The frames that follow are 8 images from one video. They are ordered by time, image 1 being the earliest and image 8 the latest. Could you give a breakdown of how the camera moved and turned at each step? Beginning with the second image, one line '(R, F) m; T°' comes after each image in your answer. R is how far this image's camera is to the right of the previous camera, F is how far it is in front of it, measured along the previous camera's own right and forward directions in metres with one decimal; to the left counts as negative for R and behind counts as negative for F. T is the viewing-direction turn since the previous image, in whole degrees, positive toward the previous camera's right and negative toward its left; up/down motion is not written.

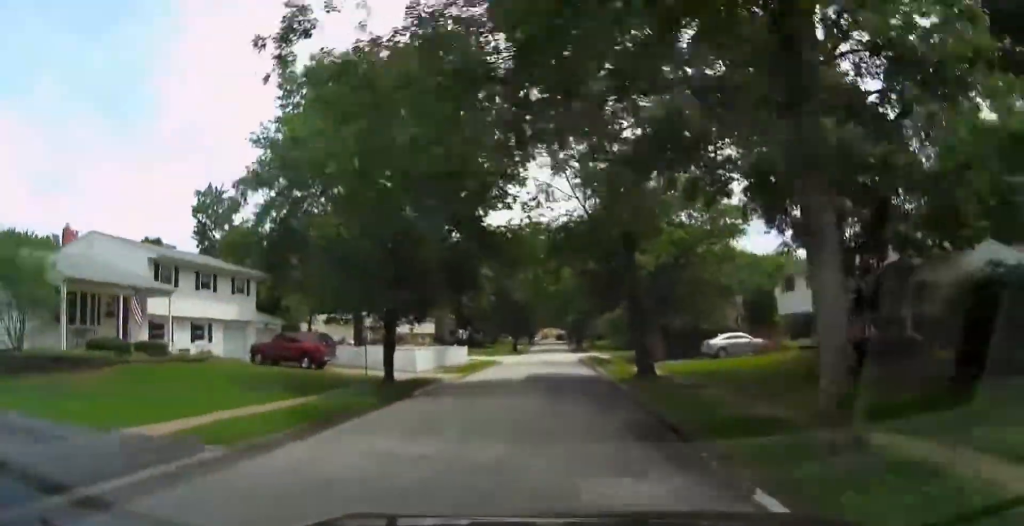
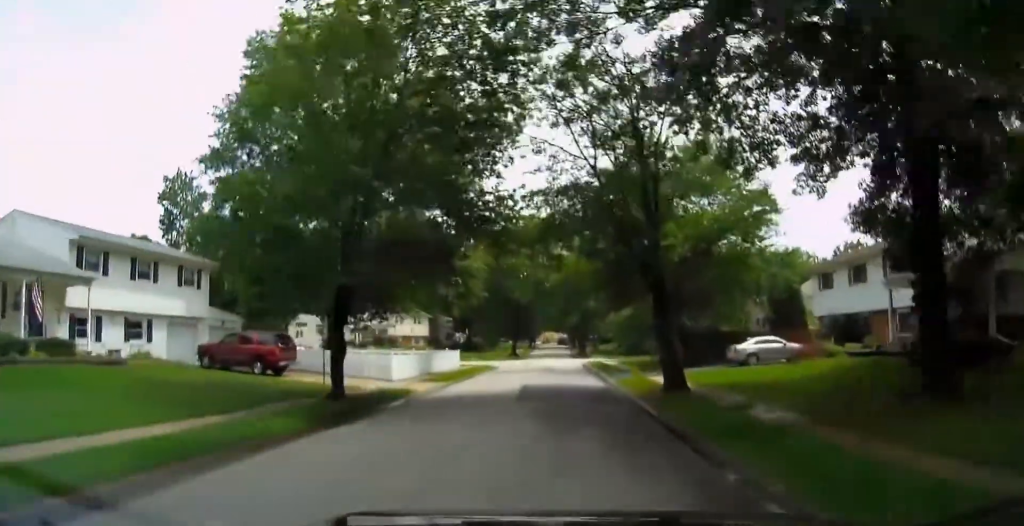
(-0.1, +5.8) m; -1°
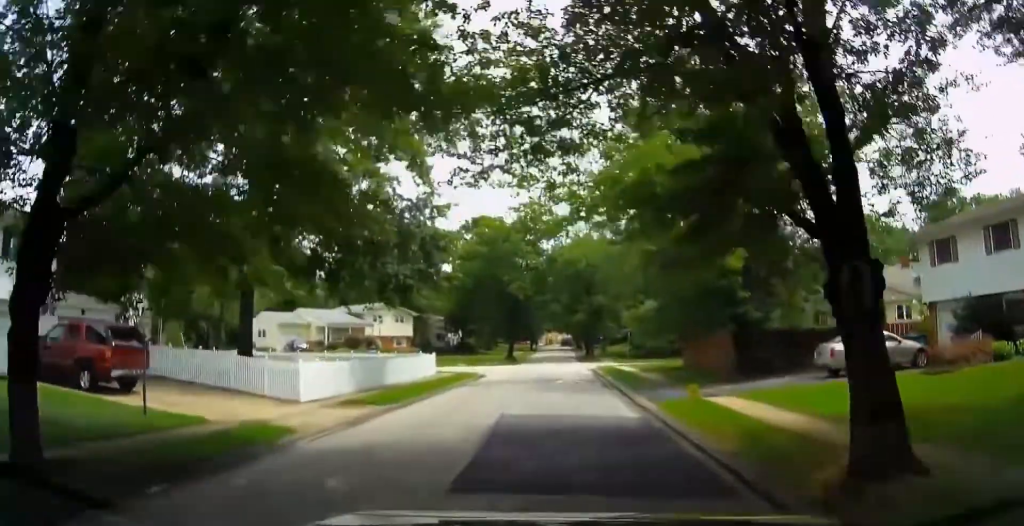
(0.0, +11.9) m; 0°
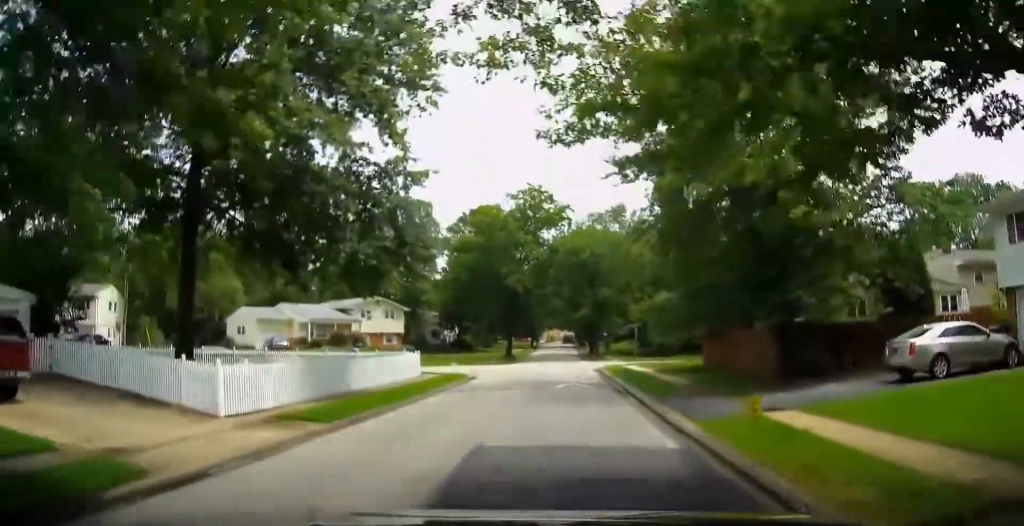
(0.0, +5.4) m; 0°
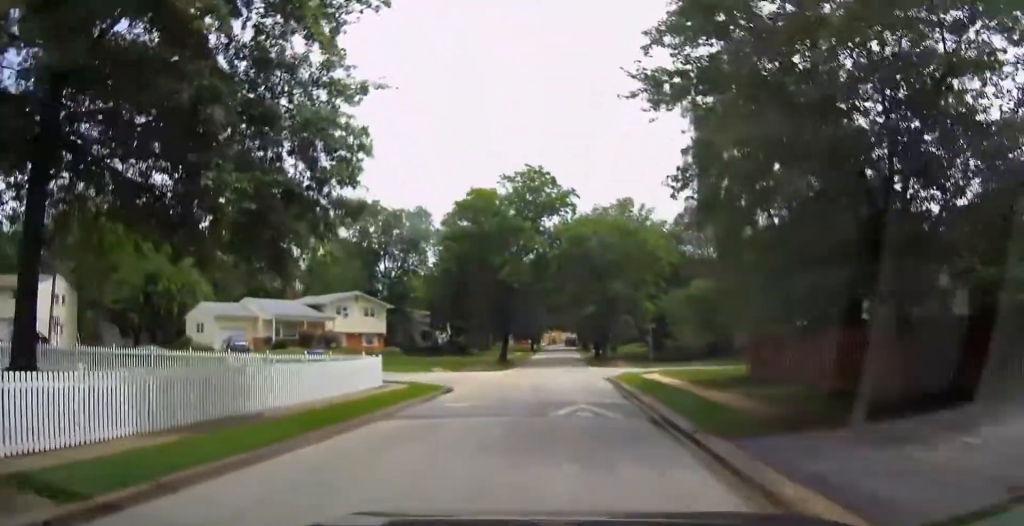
(+0.1, +8.9) m; 0°
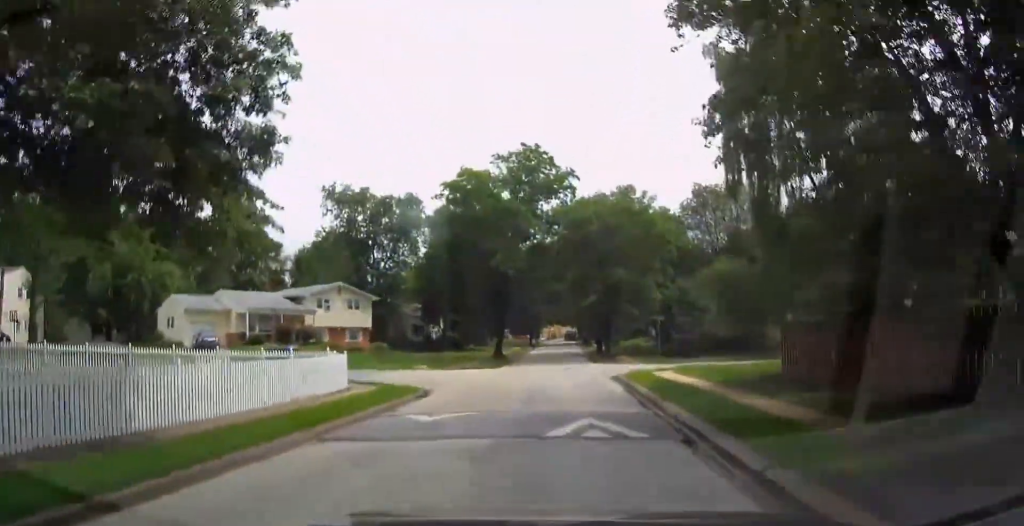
(0.0, +5.0) m; 0°
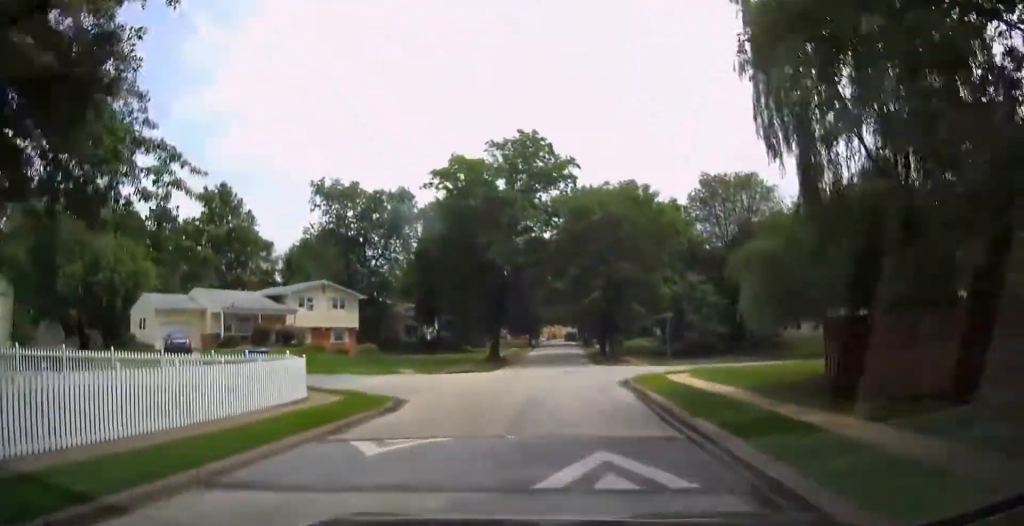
(-0.1, +4.3) m; +1°
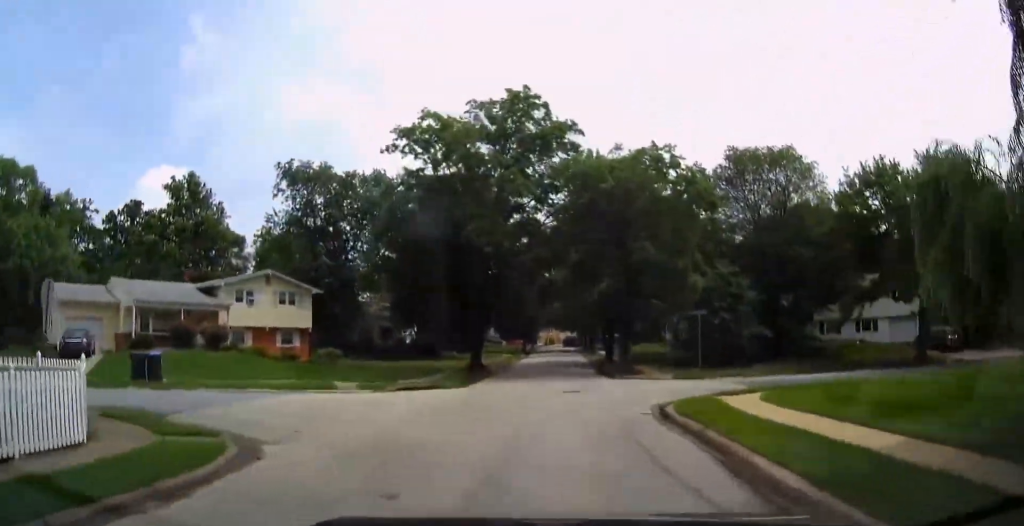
(+0.3, +11.4) m; +3°
